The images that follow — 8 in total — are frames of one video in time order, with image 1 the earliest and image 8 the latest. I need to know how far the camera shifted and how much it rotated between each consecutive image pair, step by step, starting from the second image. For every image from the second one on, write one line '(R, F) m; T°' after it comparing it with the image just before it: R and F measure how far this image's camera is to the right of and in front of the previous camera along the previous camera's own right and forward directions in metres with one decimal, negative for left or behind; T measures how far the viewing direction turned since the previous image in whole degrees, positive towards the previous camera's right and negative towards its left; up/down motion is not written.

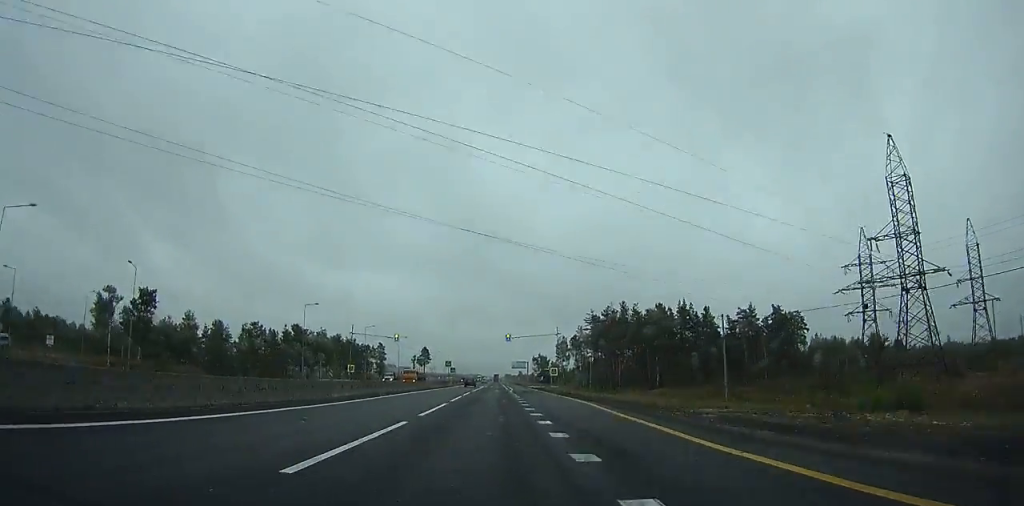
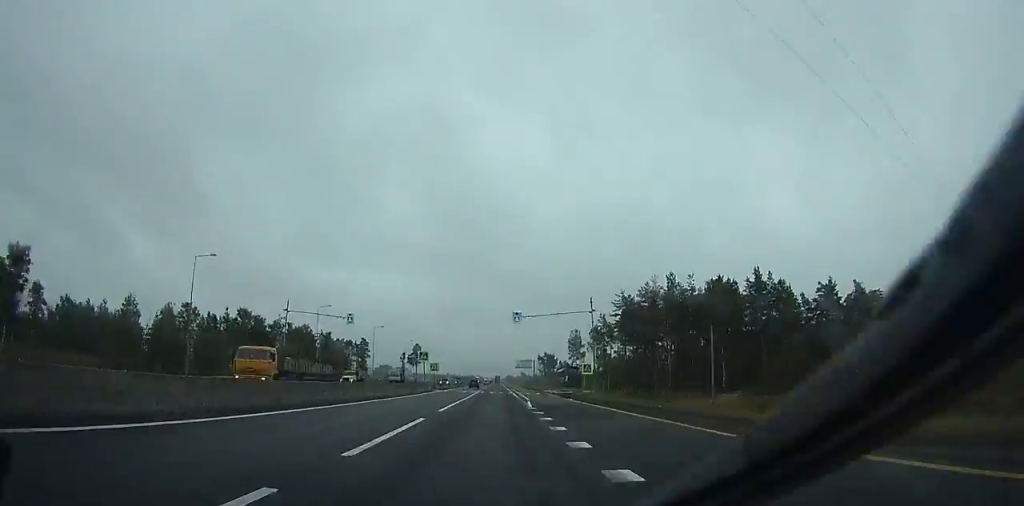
(+0.1, +33.5) m; 0°
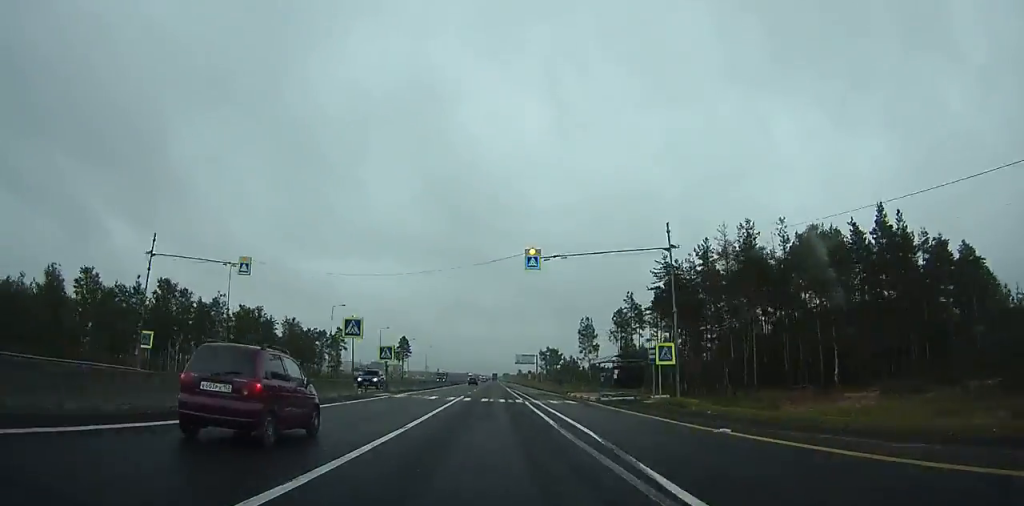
(-0.2, +29.5) m; 0°
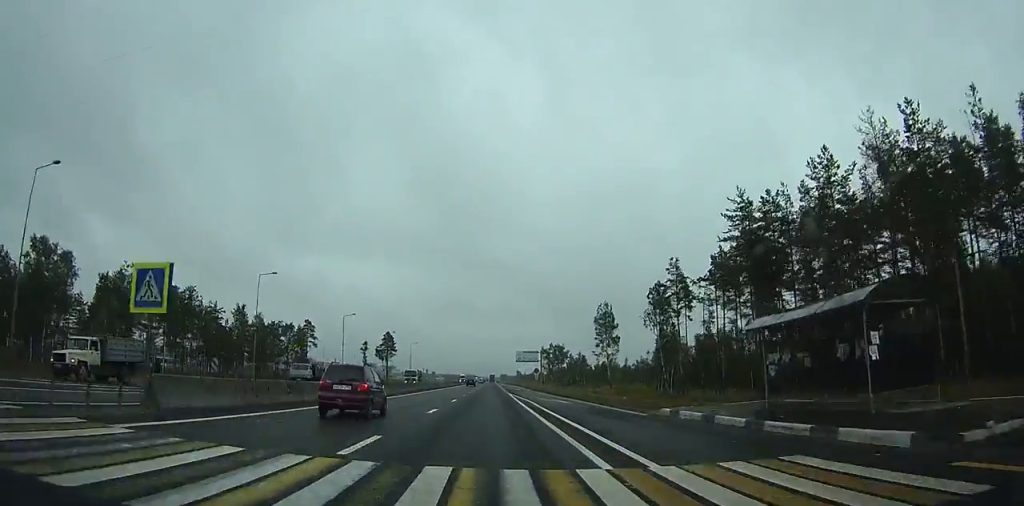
(+0.3, +28.4) m; 0°
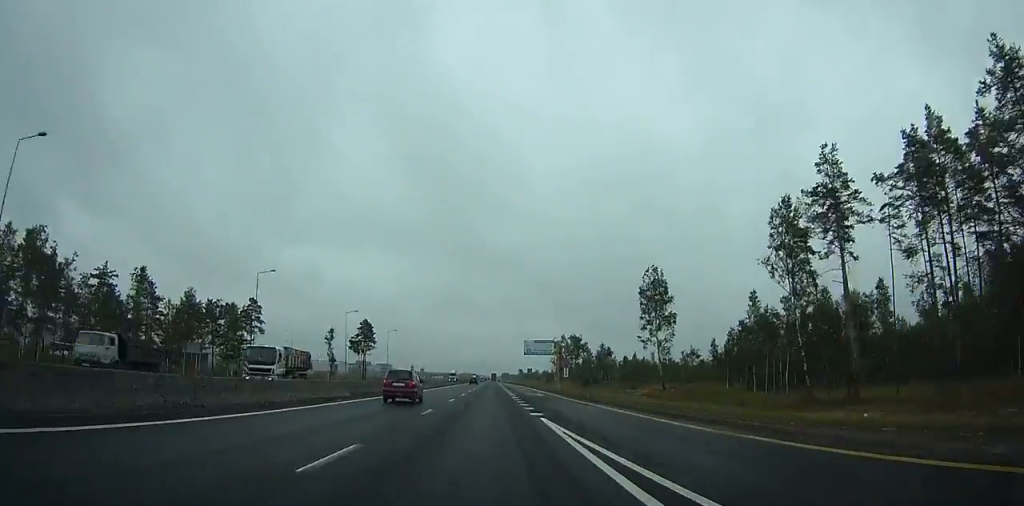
(0.0, +37.4) m; 0°
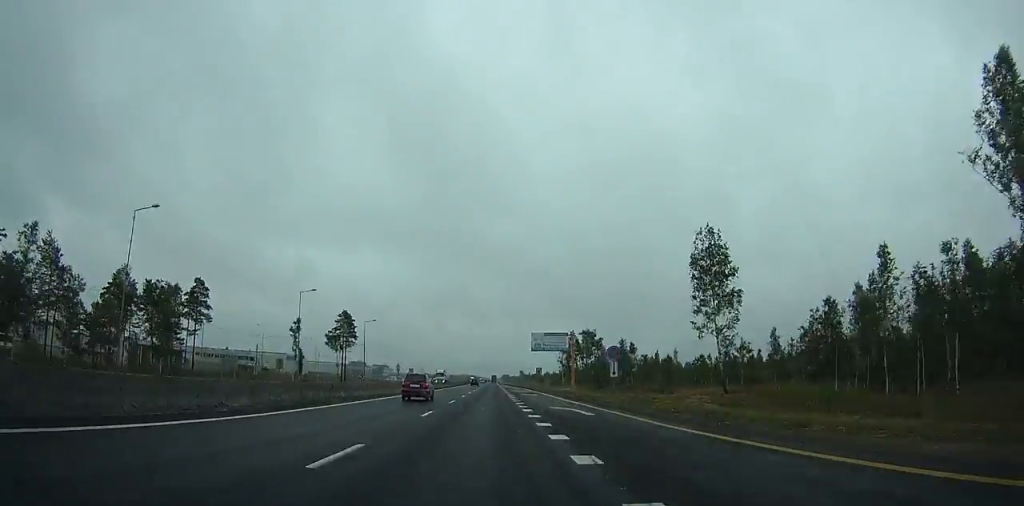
(0.0, +23.2) m; 0°
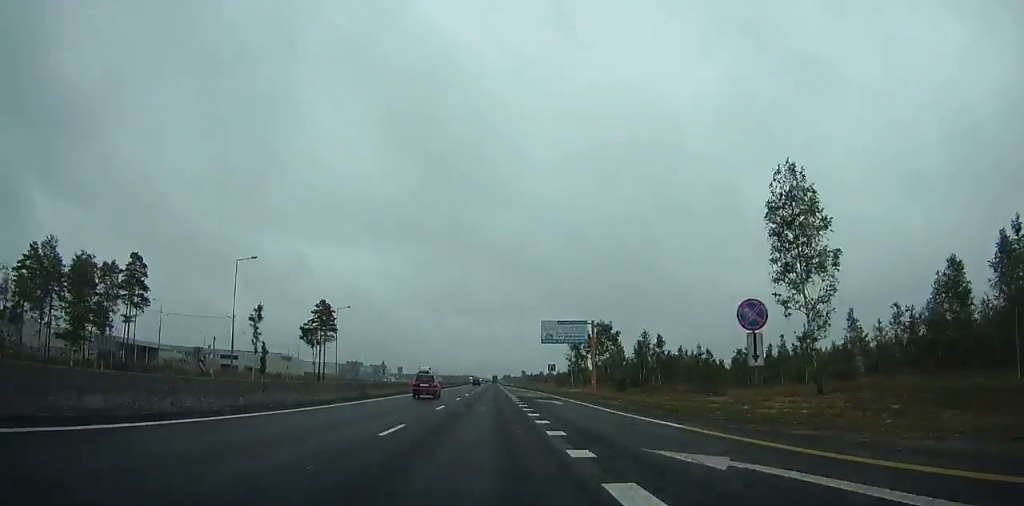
(-0.1, +19.1) m; 0°
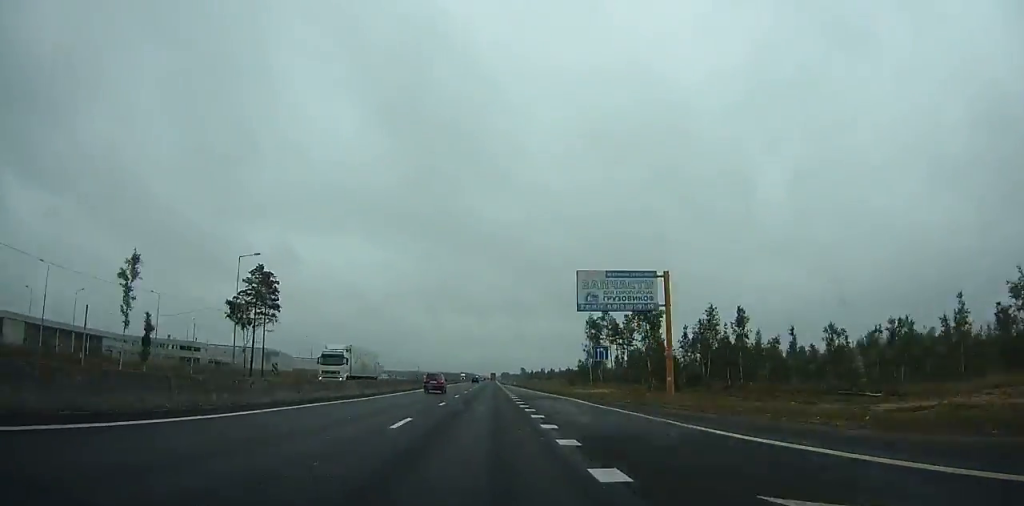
(0.0, +34.0) m; 0°
